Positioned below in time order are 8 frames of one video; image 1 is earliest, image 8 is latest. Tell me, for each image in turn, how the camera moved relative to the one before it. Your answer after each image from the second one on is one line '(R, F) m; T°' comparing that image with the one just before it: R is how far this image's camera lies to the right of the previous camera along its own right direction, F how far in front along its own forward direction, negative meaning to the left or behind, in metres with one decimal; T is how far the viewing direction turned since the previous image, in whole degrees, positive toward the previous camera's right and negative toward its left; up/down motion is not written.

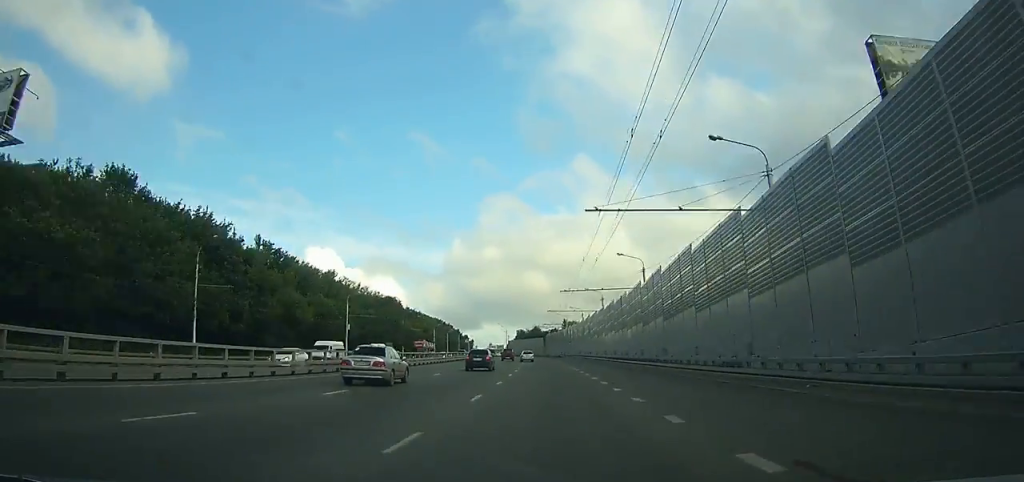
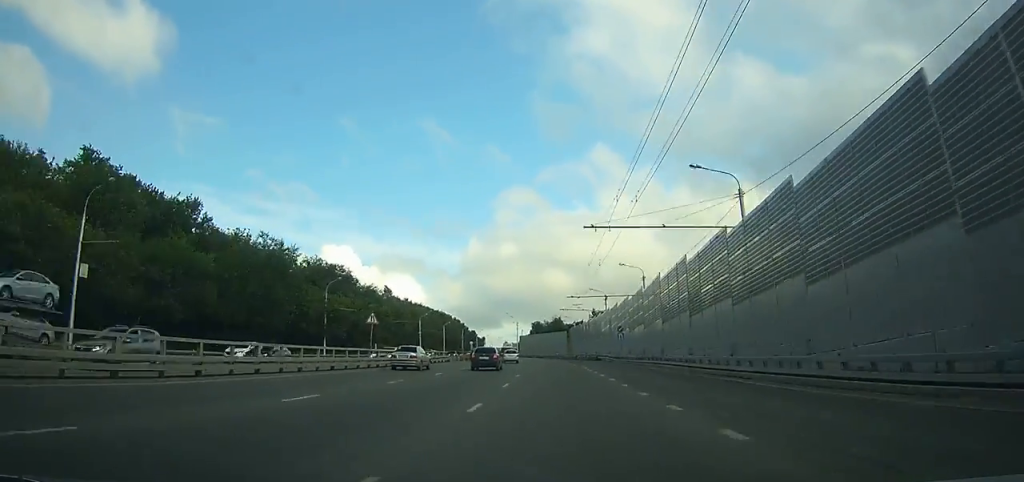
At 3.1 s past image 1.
(-0.4, +57.4) m; -2°
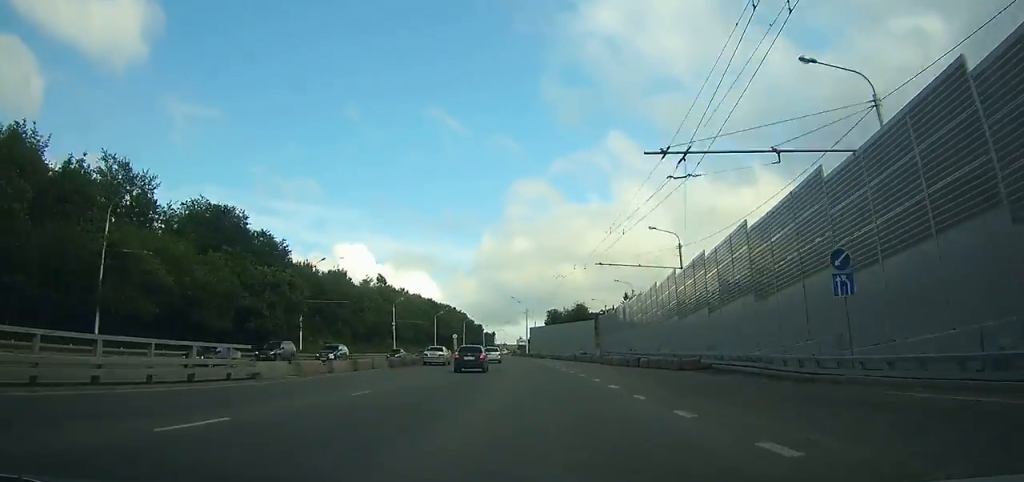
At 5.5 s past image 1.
(-0.4, +44.1) m; -2°
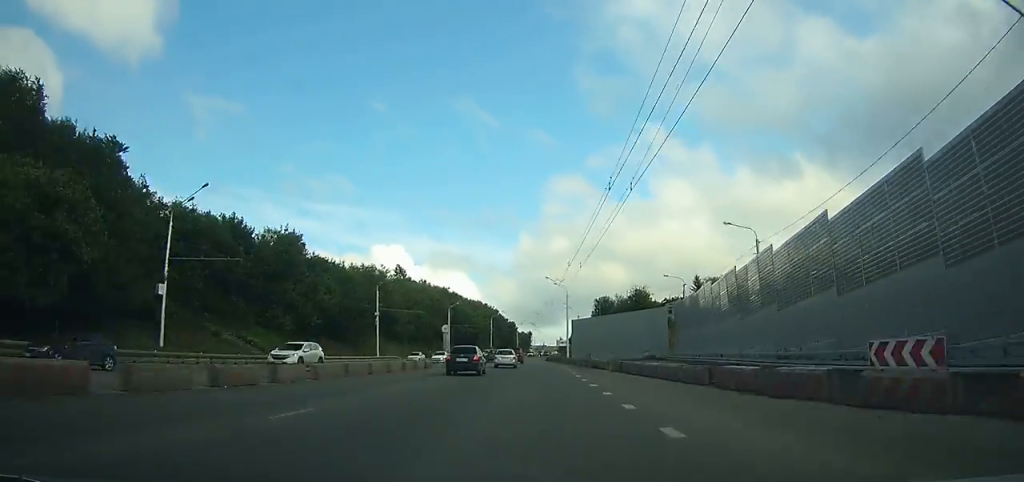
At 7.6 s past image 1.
(-1.2, +37.8) m; -3°
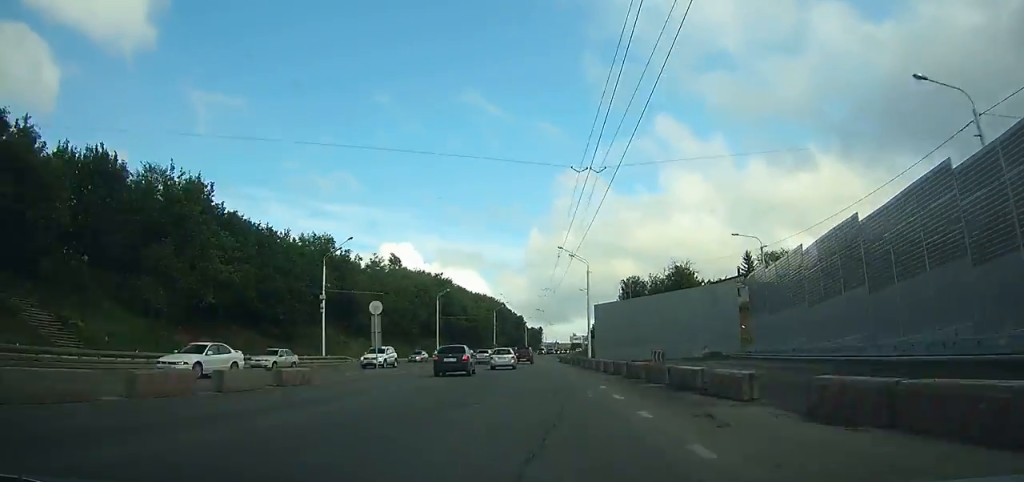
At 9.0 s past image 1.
(-0.4, +24.7) m; -1°
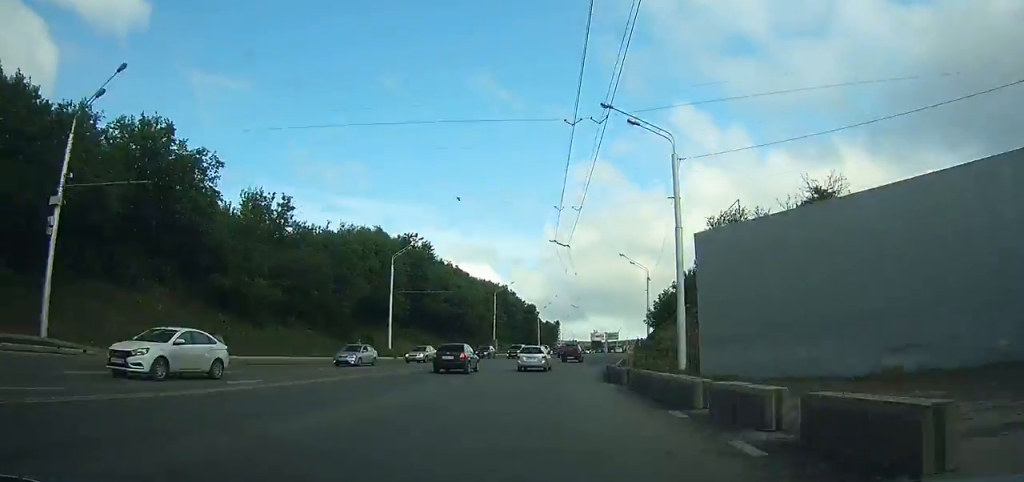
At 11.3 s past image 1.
(-1.2, +40.0) m; -1°
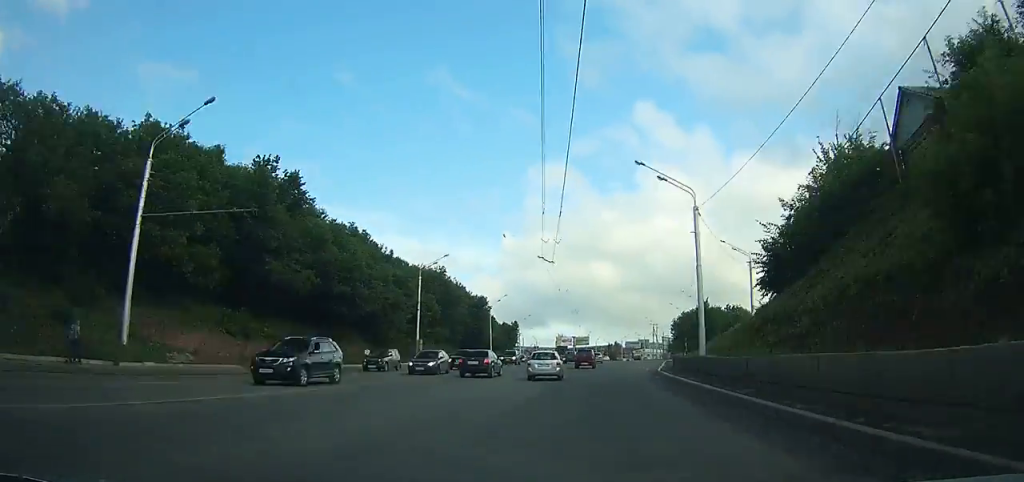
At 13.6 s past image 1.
(+0.7, +38.6) m; +3°
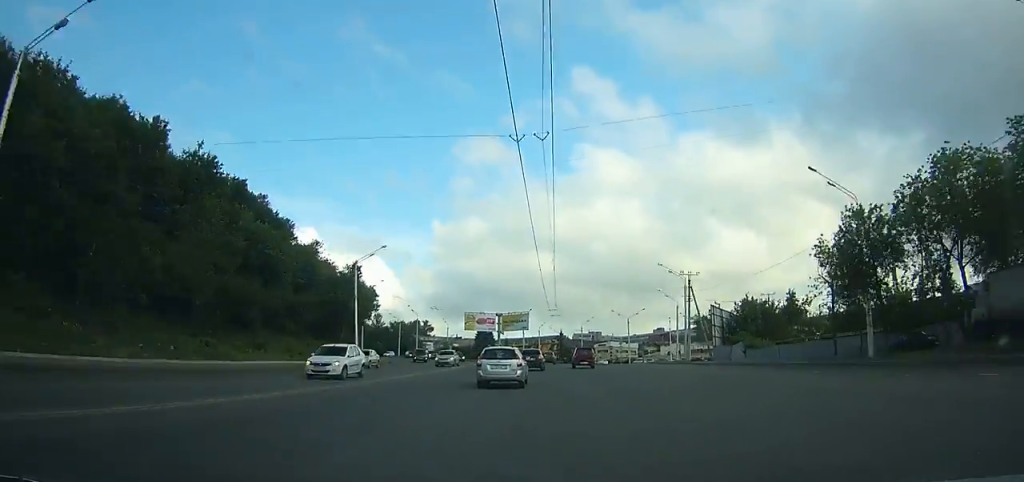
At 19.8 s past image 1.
(+6.4, +98.1) m; +6°
